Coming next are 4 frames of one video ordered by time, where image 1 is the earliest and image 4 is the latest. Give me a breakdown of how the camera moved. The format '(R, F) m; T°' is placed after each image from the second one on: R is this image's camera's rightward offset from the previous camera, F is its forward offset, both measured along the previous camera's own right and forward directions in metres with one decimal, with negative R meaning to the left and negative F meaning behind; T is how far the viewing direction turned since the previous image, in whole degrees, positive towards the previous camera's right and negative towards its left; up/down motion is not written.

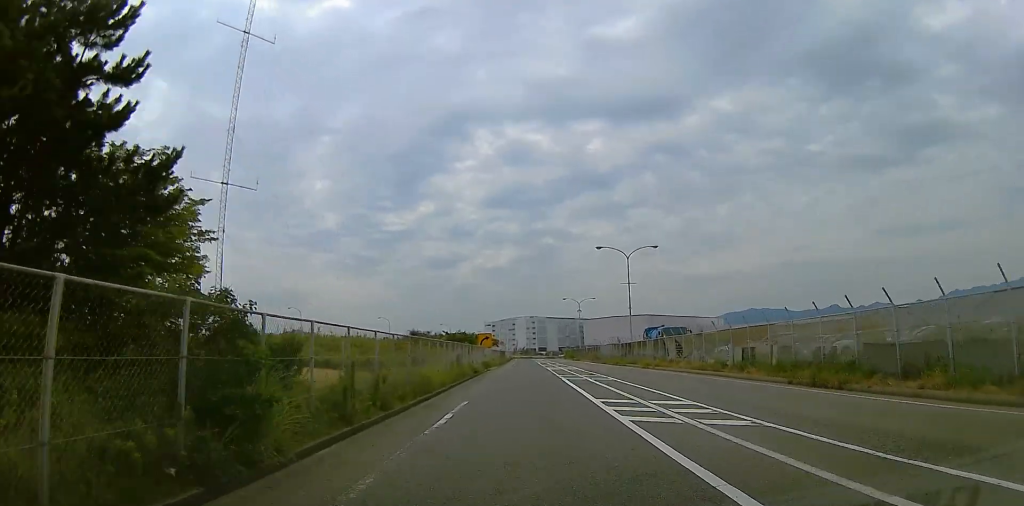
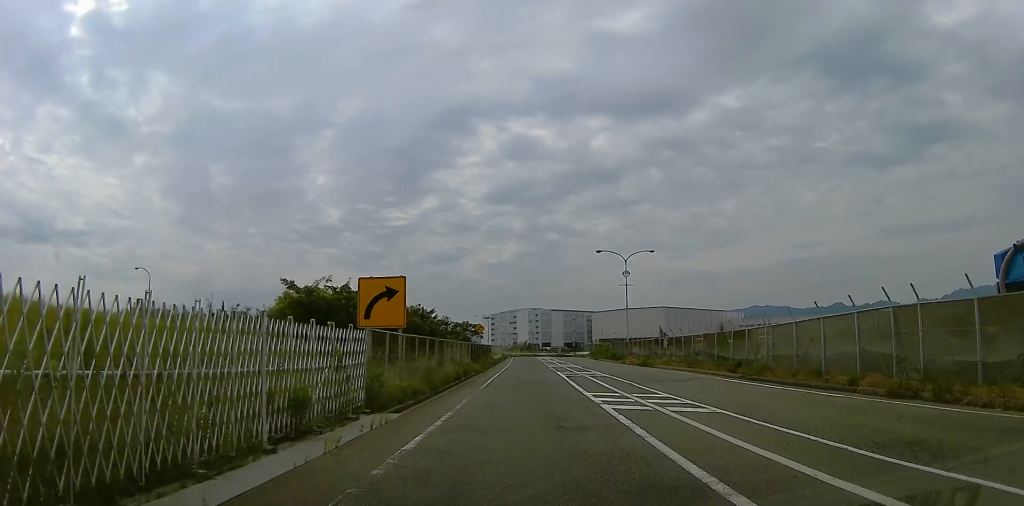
(-1.2, +47.4) m; -4°
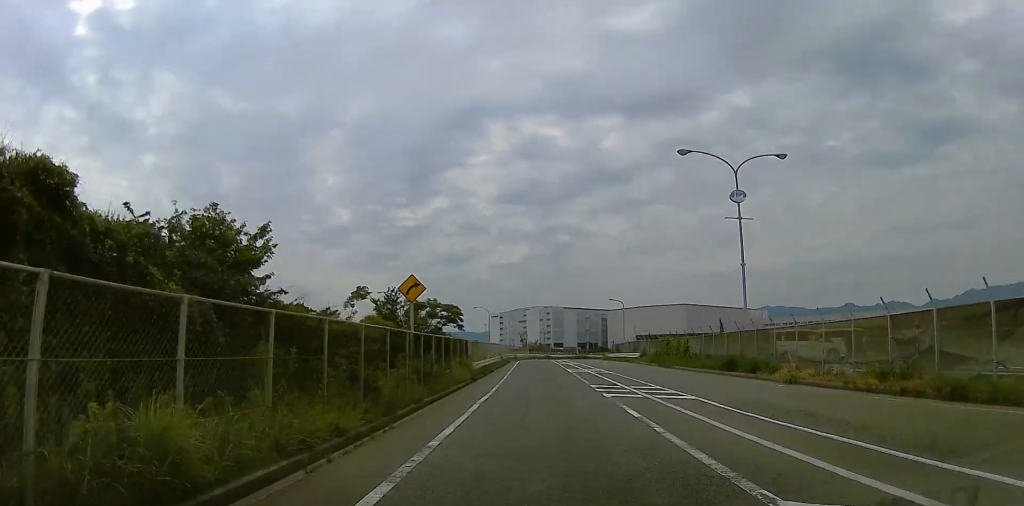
(+0.7, +29.7) m; +2°
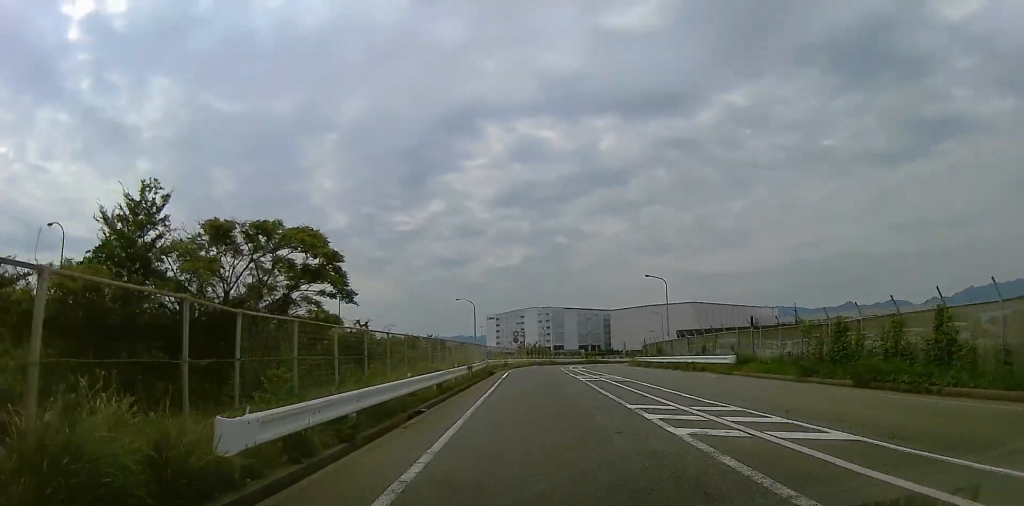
(-0.8, +25.0) m; -2°
